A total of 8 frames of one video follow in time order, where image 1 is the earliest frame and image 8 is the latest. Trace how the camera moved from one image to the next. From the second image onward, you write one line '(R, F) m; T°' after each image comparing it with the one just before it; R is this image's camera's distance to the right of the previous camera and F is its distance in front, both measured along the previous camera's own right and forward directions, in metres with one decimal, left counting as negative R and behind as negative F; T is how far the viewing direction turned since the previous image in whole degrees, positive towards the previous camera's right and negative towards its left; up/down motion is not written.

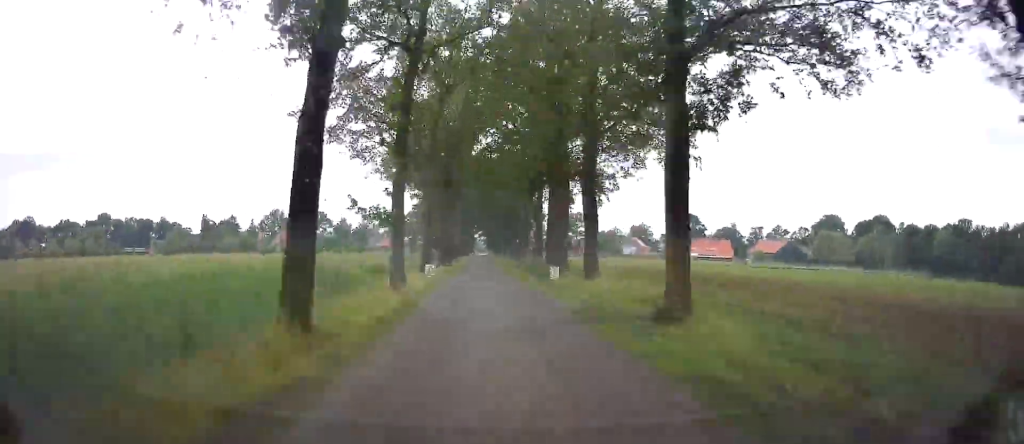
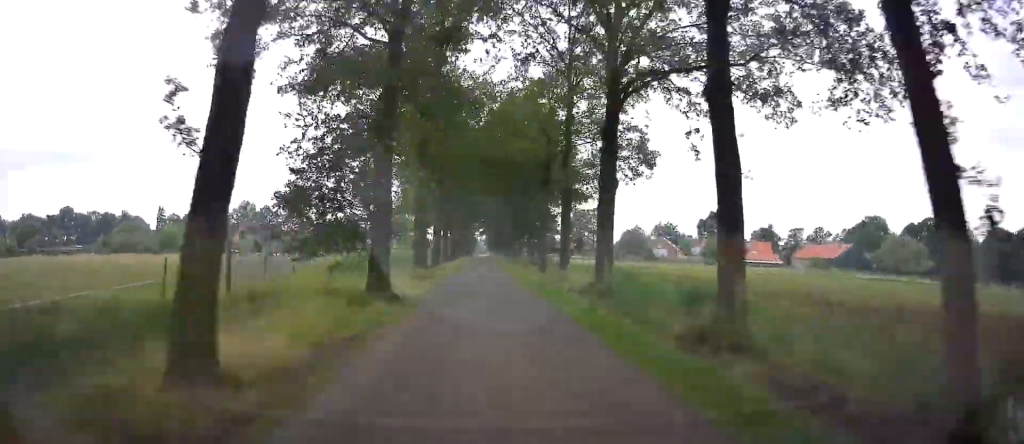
(+0.3, +33.2) m; +1°
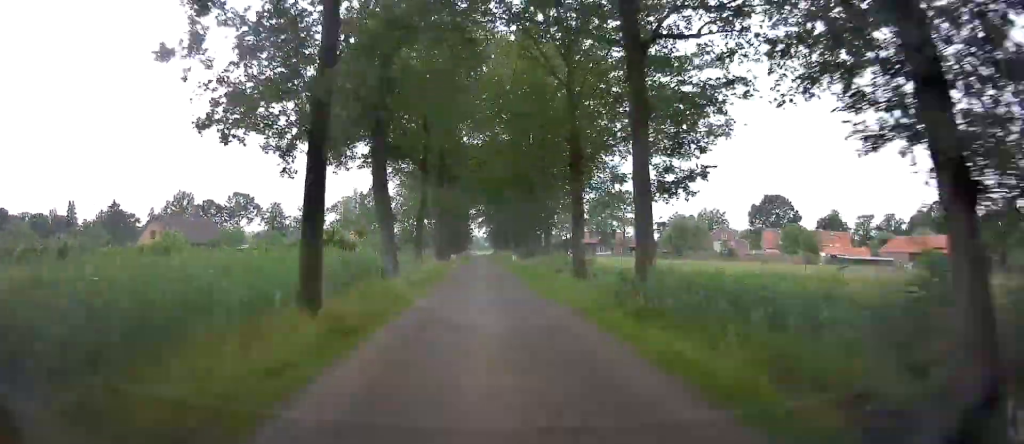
(+0.4, +44.3) m; +1°
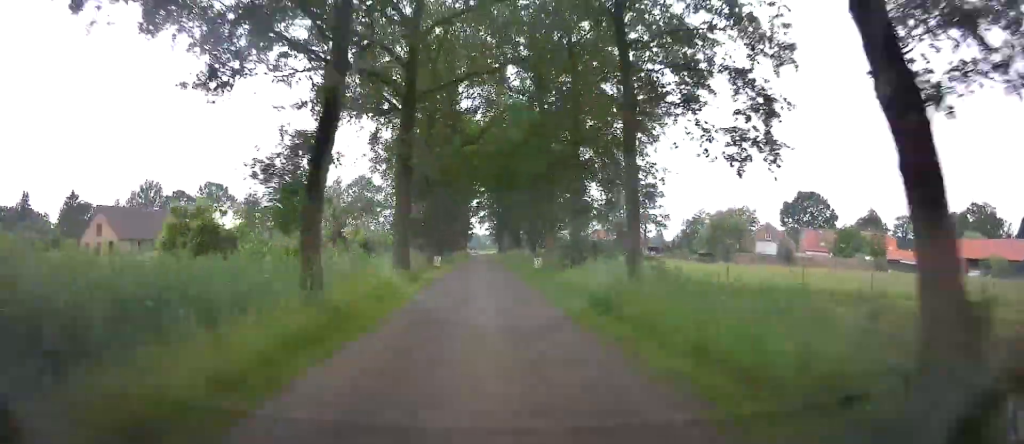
(+0.4, +18.1) m; 0°
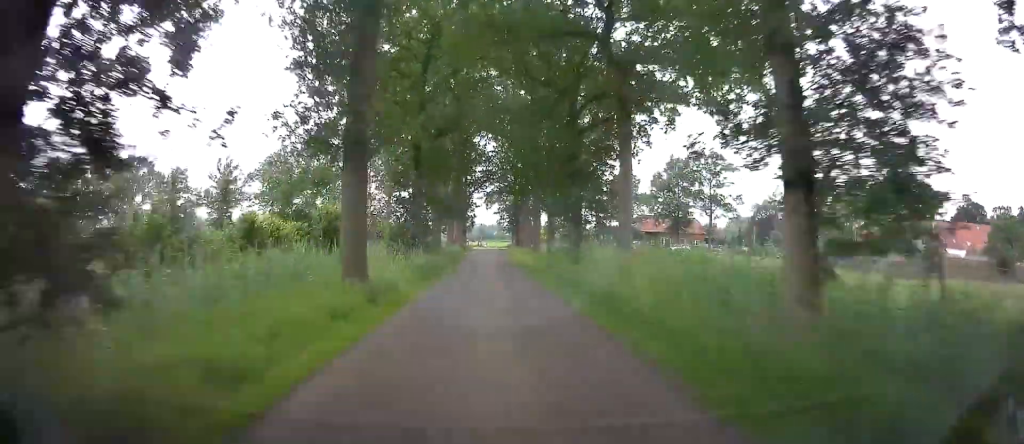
(-0.5, +33.2) m; -1°
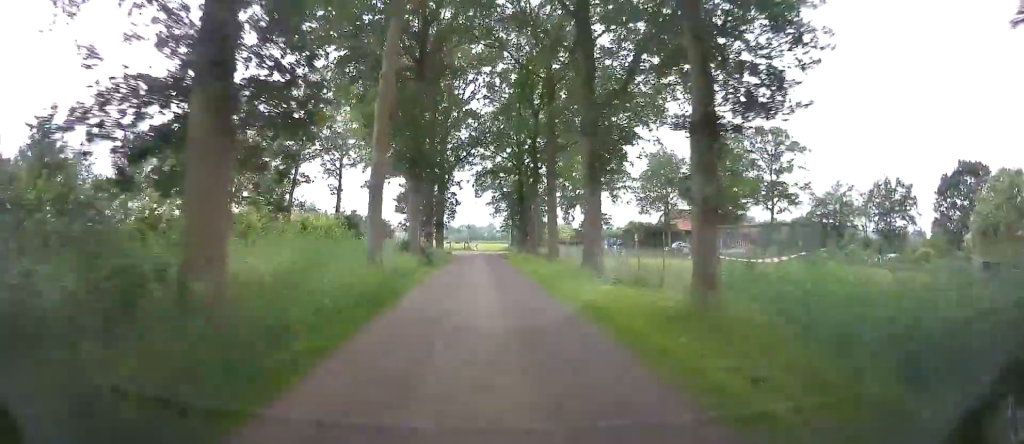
(0.0, +22.5) m; -1°
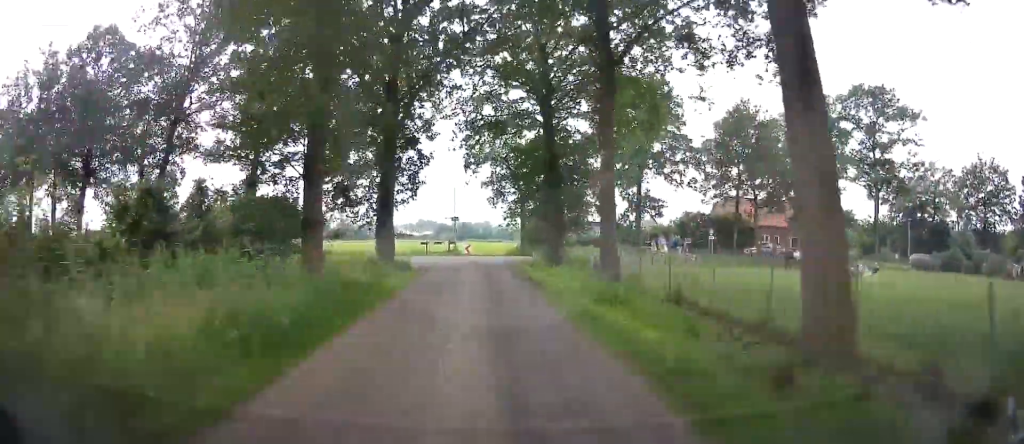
(-0.5, +20.3) m; -7°
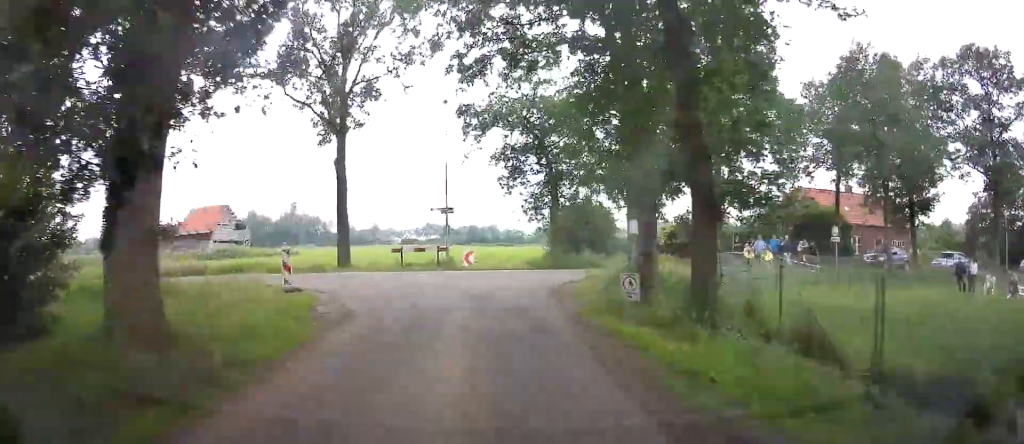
(-1.4, +13.6) m; -21°
